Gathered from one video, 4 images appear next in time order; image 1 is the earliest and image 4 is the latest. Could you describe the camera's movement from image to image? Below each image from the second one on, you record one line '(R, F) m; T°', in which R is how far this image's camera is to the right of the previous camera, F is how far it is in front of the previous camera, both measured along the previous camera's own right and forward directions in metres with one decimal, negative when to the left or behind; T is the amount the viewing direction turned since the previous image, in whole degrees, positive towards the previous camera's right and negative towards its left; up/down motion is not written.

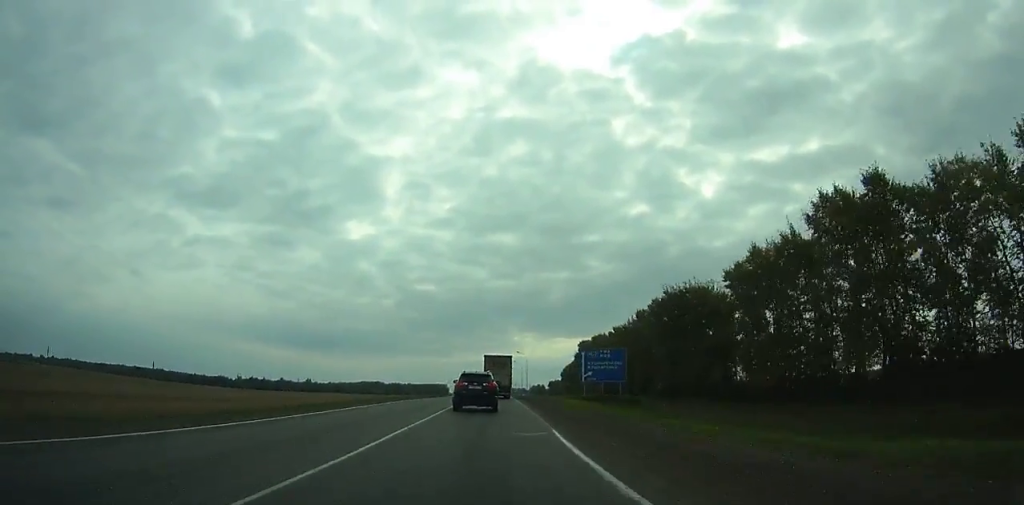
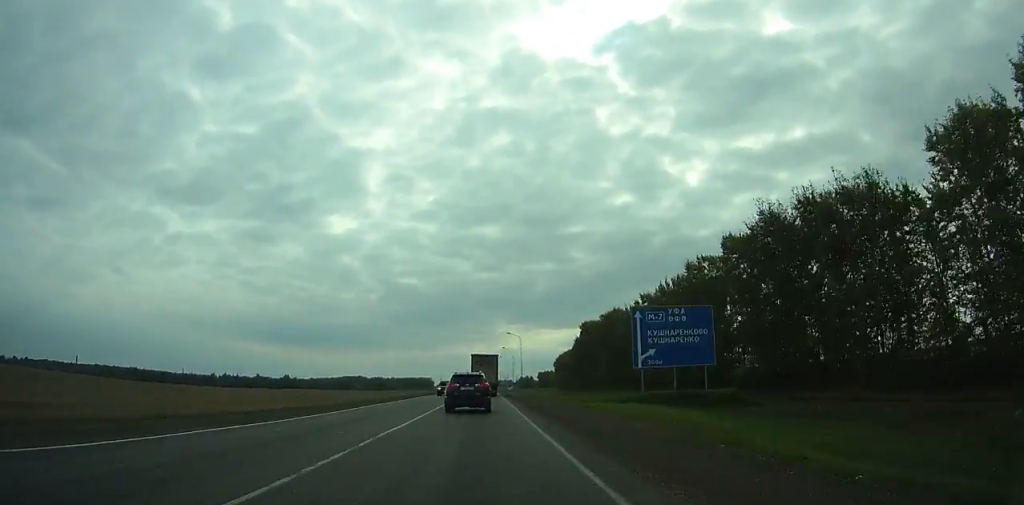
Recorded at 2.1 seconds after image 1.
(+0.1, +37.7) m; 0°
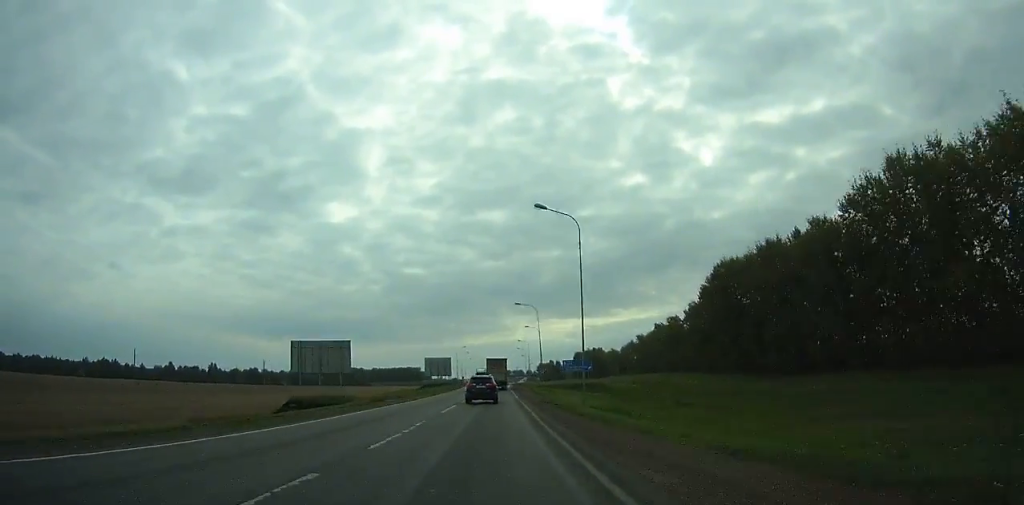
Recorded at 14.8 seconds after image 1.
(+2.1, +236.7) m; +1°
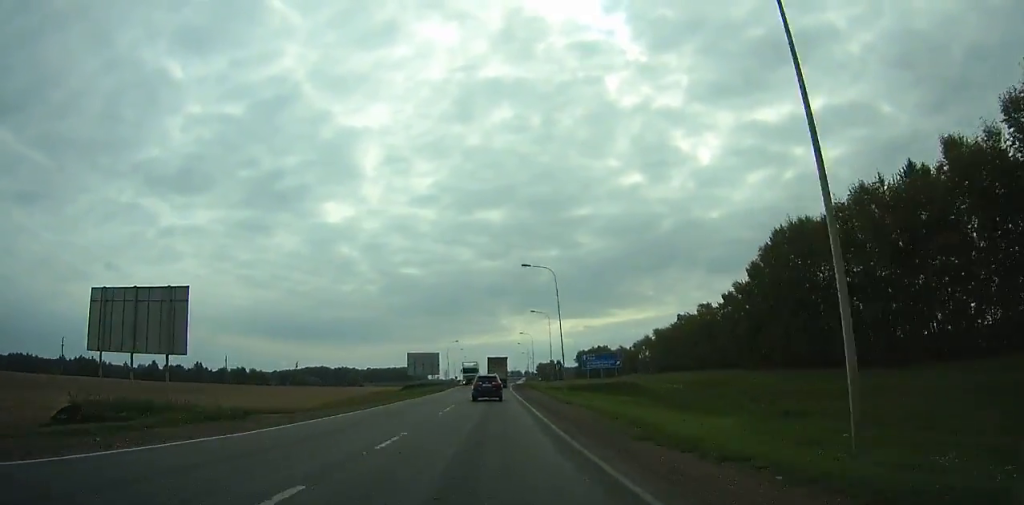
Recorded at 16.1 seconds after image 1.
(0.0, +24.9) m; 0°
